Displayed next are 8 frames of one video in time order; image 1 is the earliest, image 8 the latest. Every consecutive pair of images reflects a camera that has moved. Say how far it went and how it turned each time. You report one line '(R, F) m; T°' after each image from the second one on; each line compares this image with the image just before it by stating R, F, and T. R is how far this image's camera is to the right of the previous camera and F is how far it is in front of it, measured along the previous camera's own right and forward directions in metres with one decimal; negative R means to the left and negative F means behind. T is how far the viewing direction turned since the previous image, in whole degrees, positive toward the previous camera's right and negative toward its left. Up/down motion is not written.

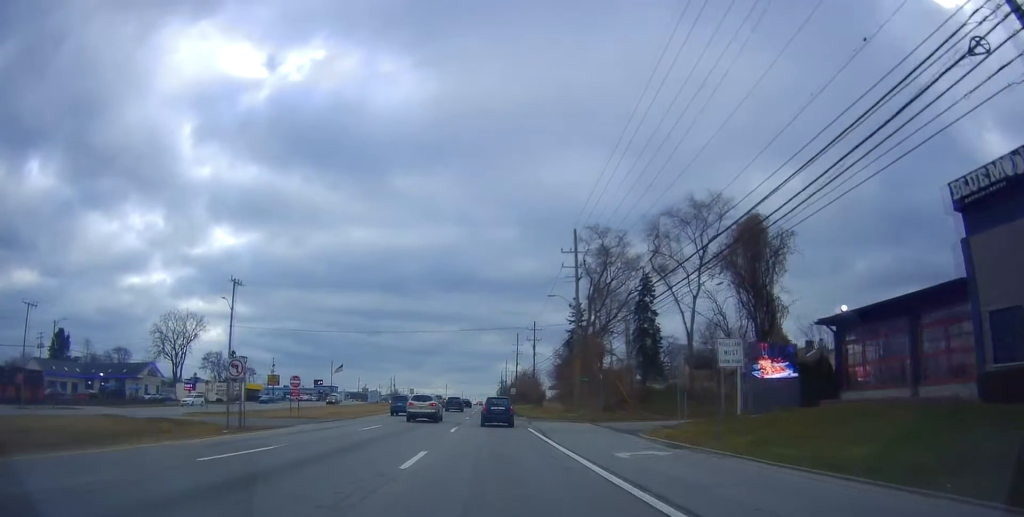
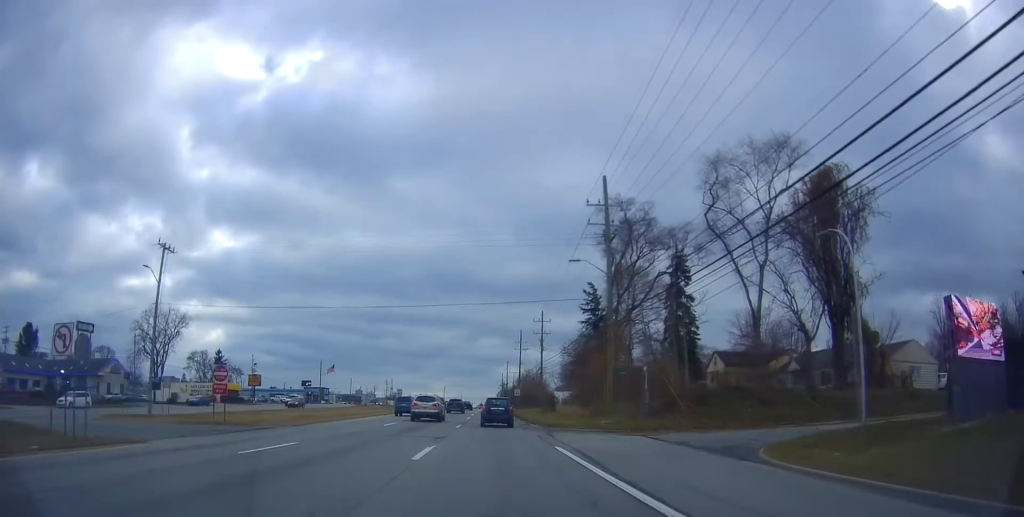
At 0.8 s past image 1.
(-0.3, +13.1) m; 0°
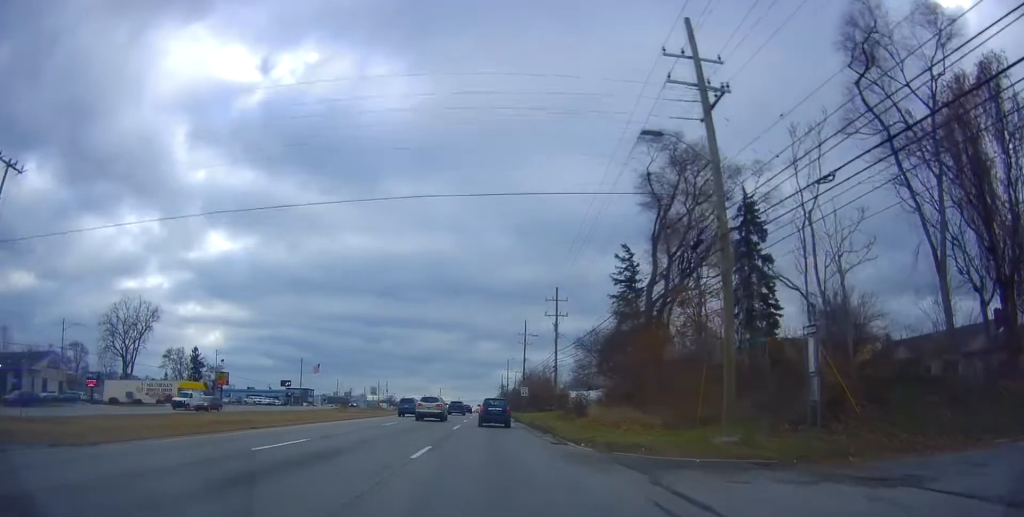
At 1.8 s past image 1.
(+0.2, +18.1) m; +1°
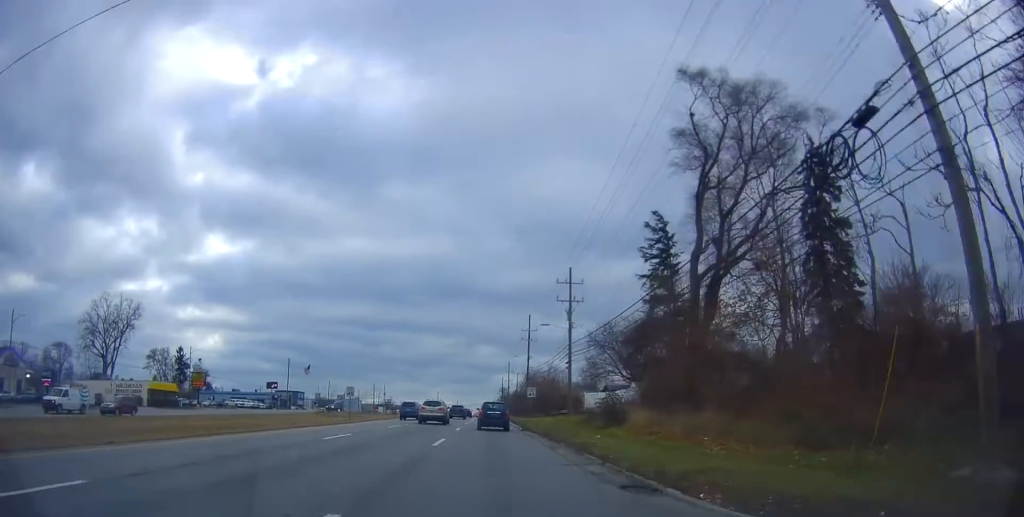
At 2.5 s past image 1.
(+0.1, +10.7) m; -1°
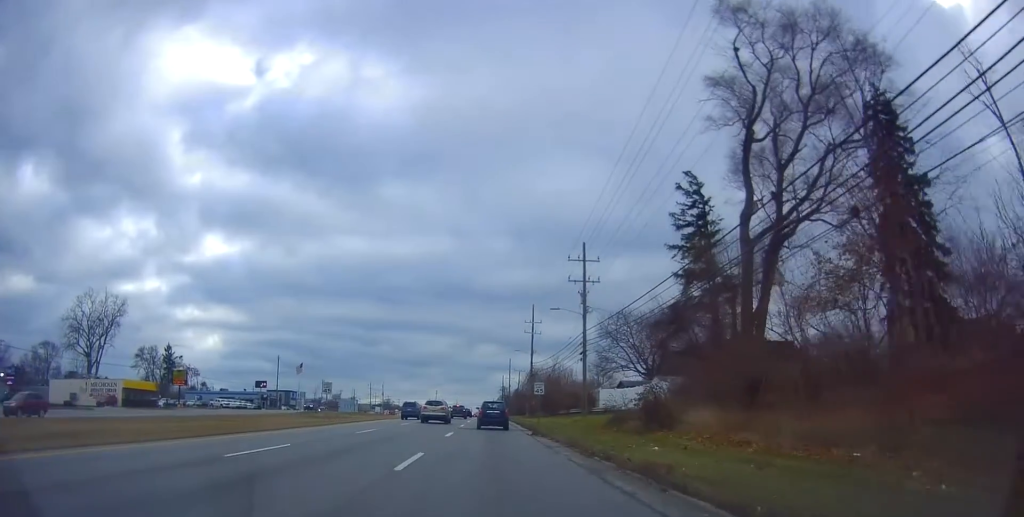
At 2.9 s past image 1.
(0.0, +7.9) m; -1°
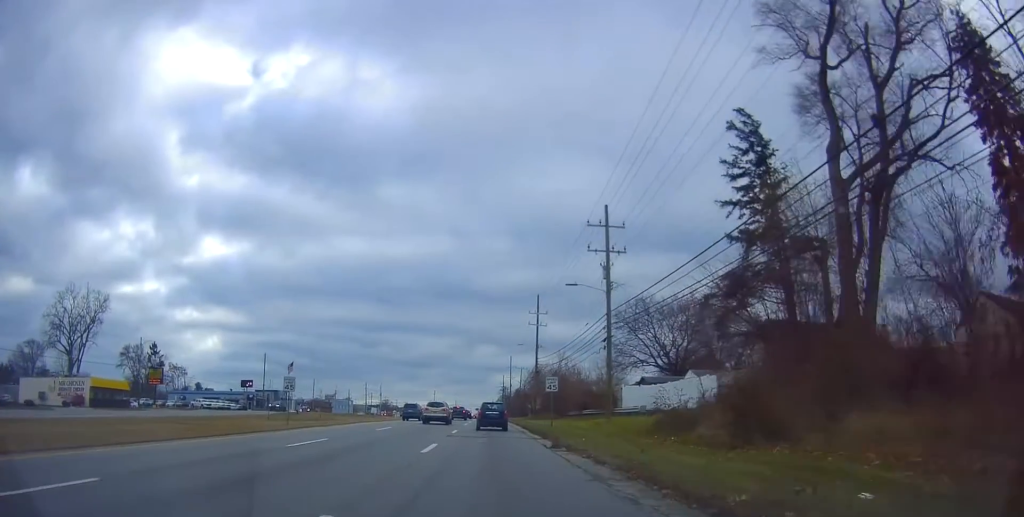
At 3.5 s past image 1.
(-0.1, +8.9) m; 0°
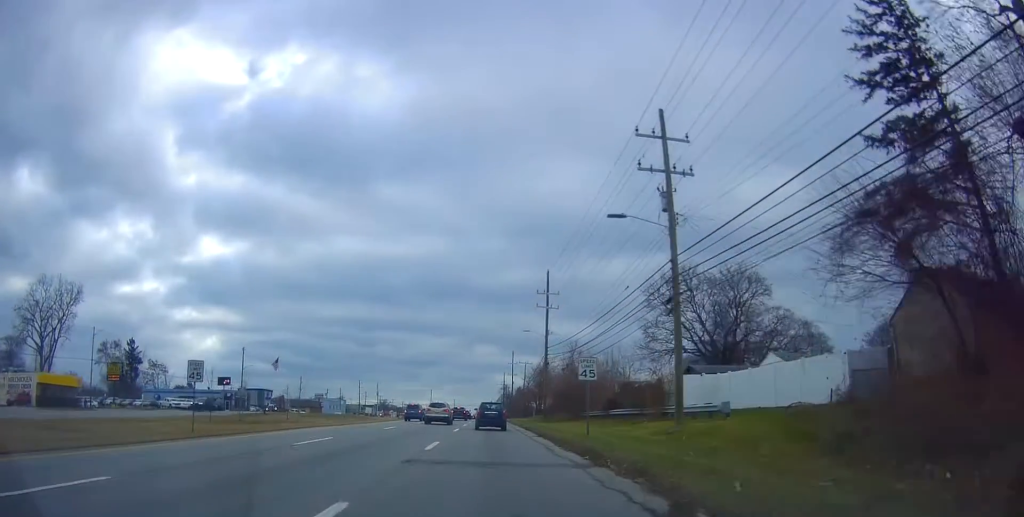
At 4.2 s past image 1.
(-0.3, +12.7) m; +1°
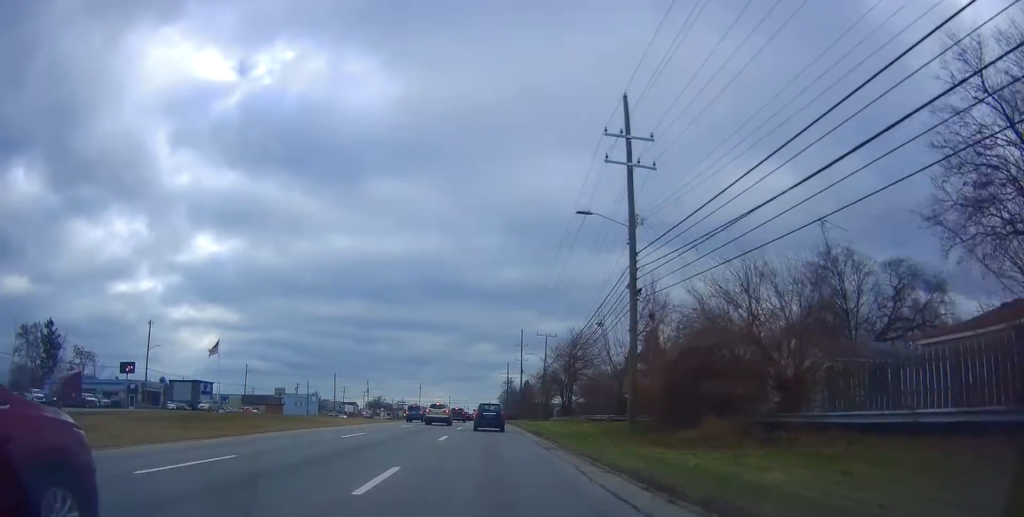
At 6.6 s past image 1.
(+1.4, +38.1) m; +1°
